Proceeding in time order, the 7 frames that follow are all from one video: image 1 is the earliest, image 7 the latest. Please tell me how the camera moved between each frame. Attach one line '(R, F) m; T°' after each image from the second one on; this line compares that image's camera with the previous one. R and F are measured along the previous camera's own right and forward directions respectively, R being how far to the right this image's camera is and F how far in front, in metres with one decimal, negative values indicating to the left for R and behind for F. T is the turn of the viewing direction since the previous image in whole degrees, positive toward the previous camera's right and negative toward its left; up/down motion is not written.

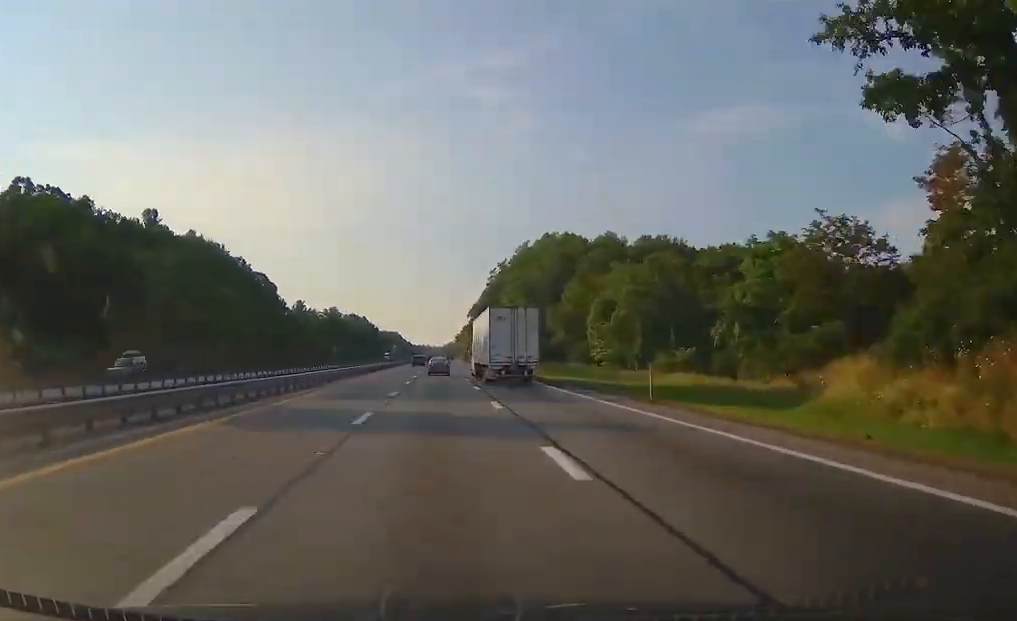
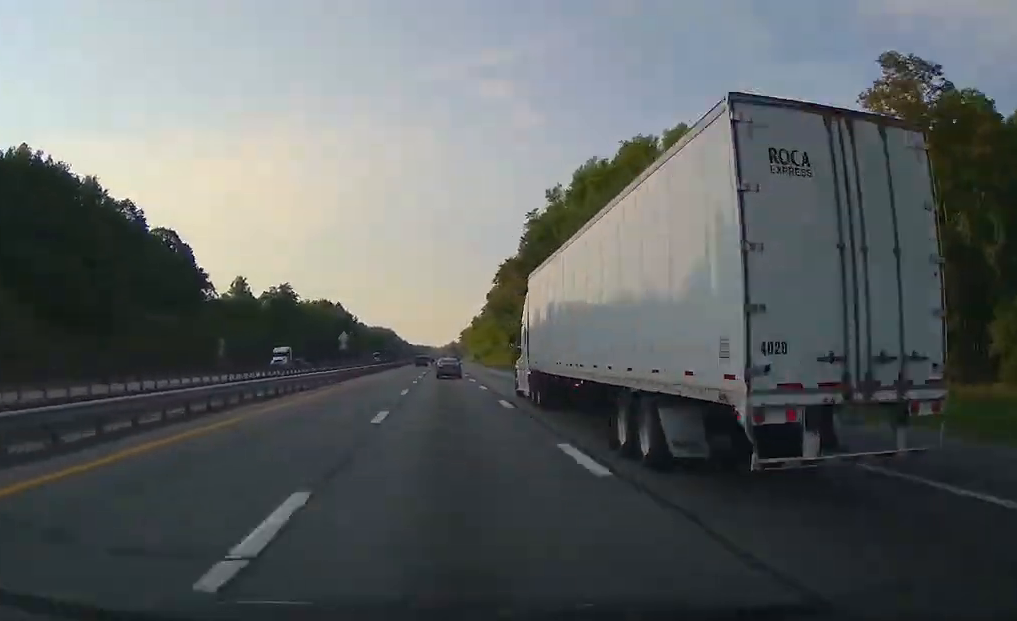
(+0.1, +107.0) m; 0°
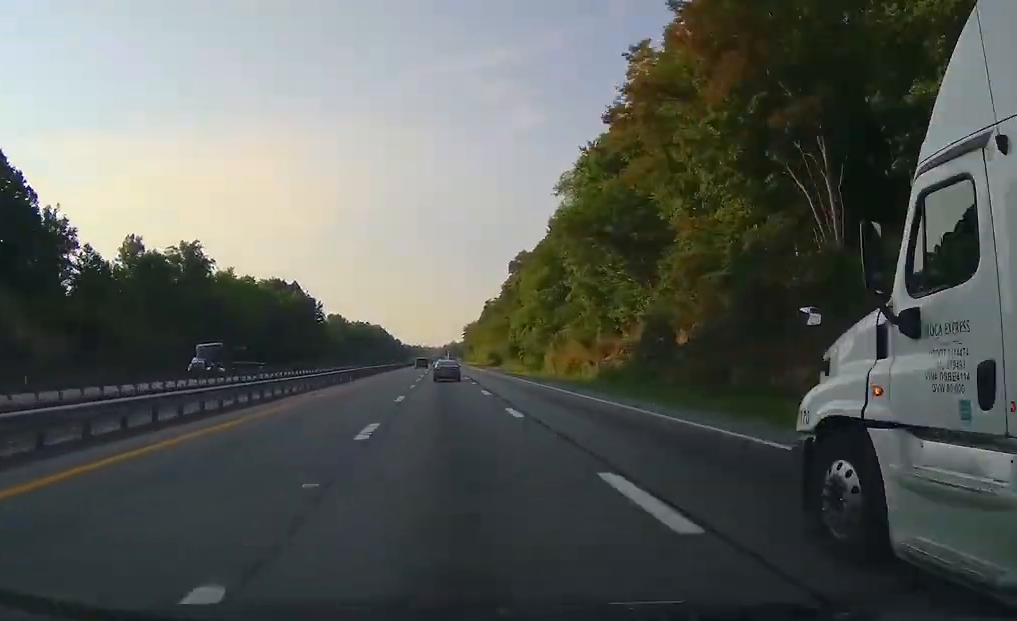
(-0.5, +88.1) m; 0°
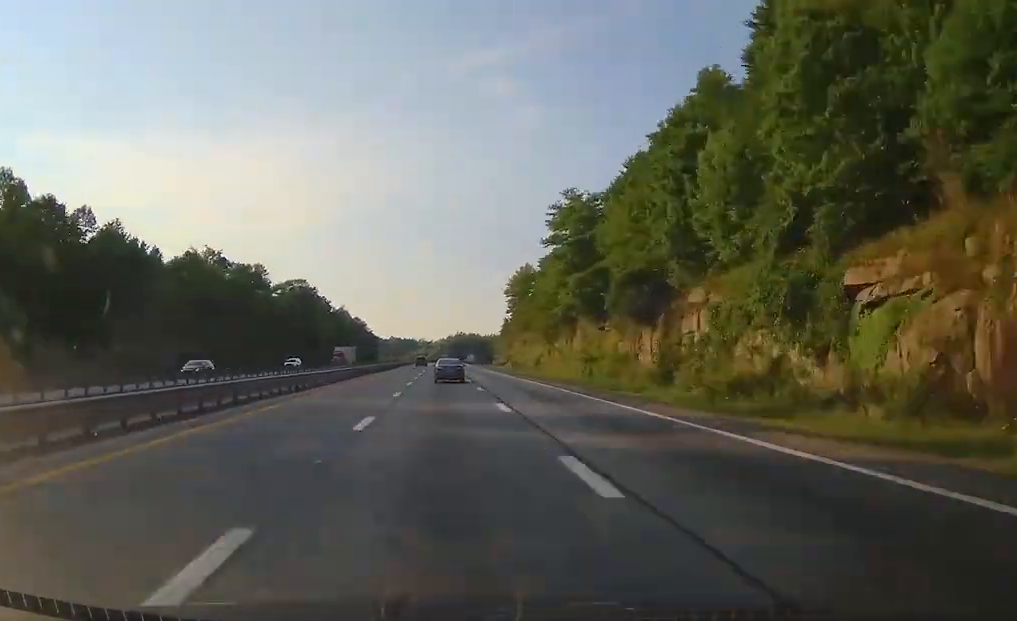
(+0.4, +265.6) m; 0°
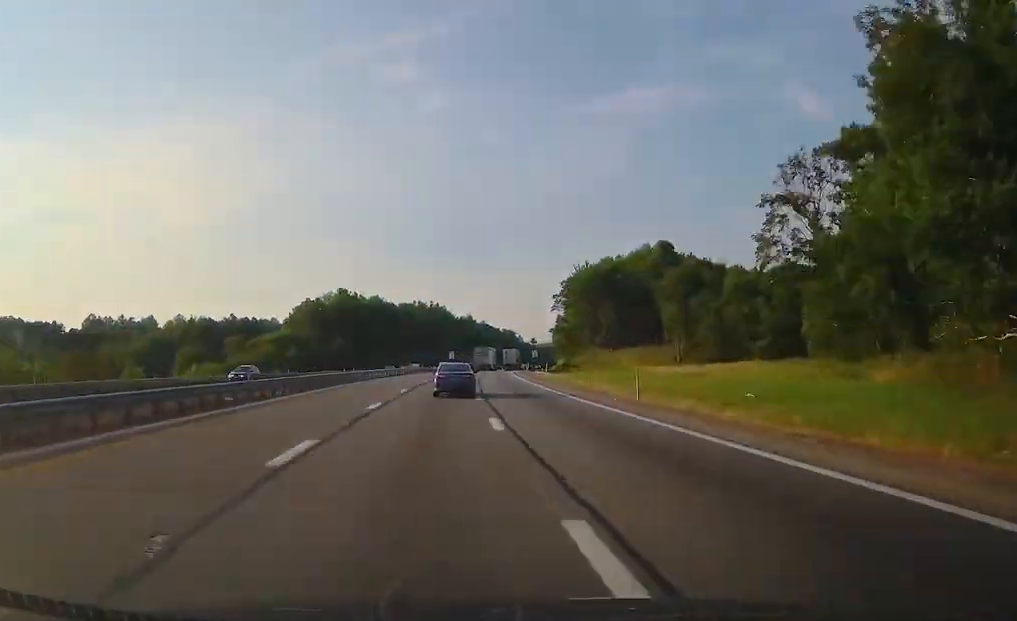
(+17.5, +300.5) m; +11°
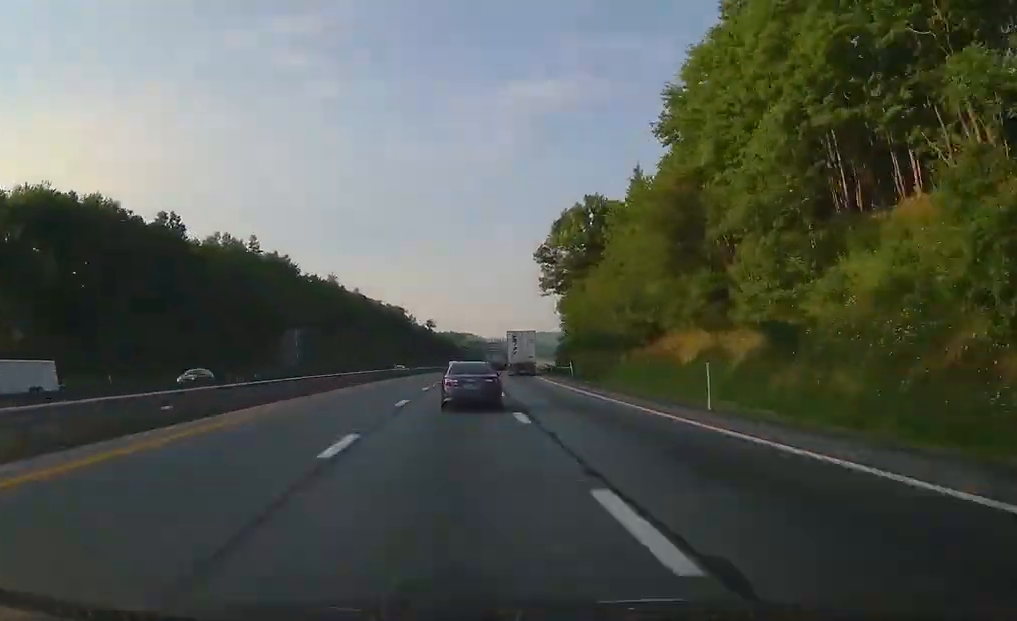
(+16.1, +161.4) m; +9°
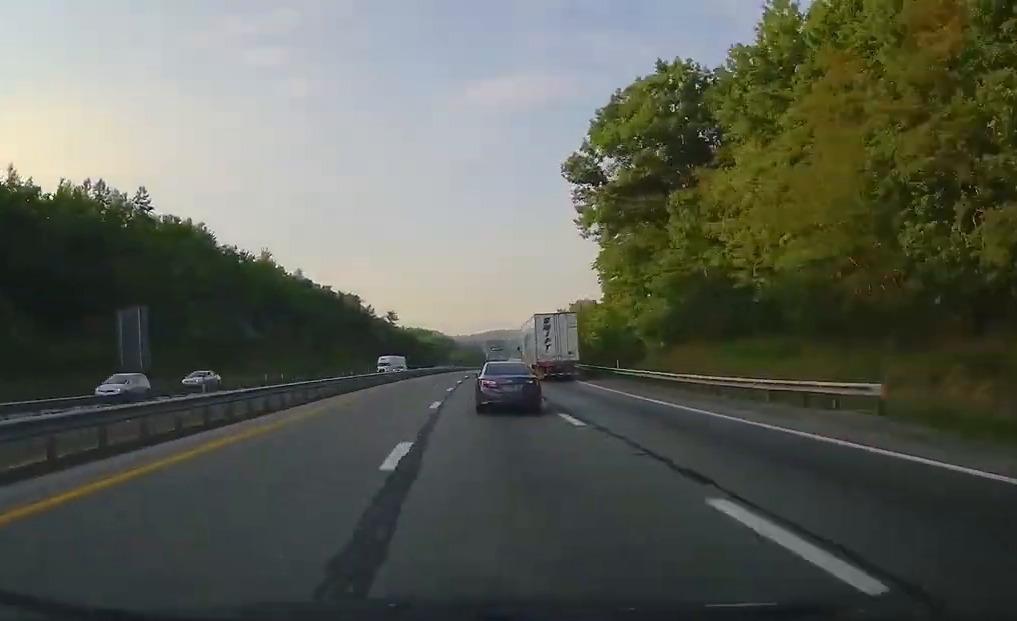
(+1.6, +52.1) m; +2°
